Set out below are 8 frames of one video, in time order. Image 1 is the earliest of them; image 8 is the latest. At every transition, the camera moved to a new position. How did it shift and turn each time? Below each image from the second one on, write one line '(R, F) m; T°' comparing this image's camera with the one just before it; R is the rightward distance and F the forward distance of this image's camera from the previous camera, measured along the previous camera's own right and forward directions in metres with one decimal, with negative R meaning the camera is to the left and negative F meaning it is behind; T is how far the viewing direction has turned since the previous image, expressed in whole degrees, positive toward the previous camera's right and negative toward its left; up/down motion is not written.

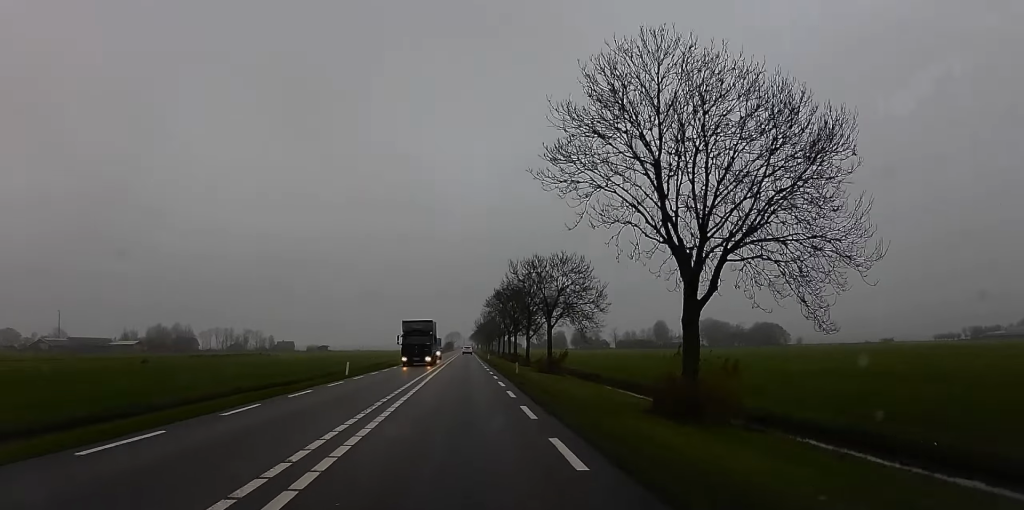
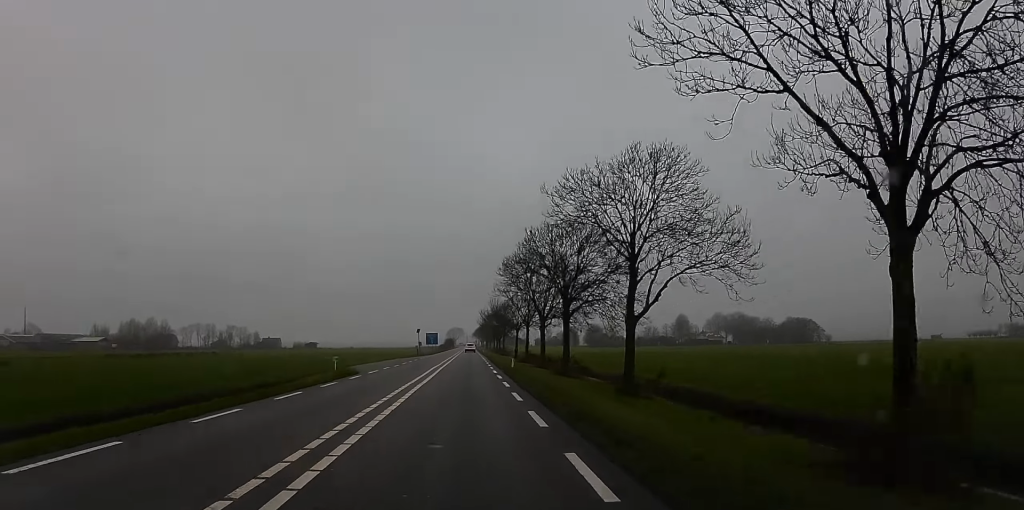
(0.0, +43.6) m; 0°
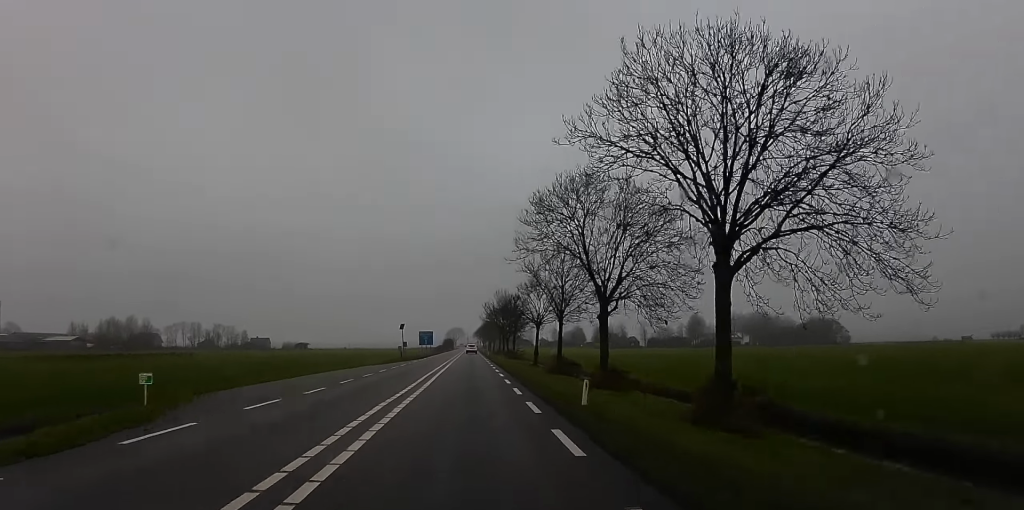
(-0.1, +27.0) m; 0°
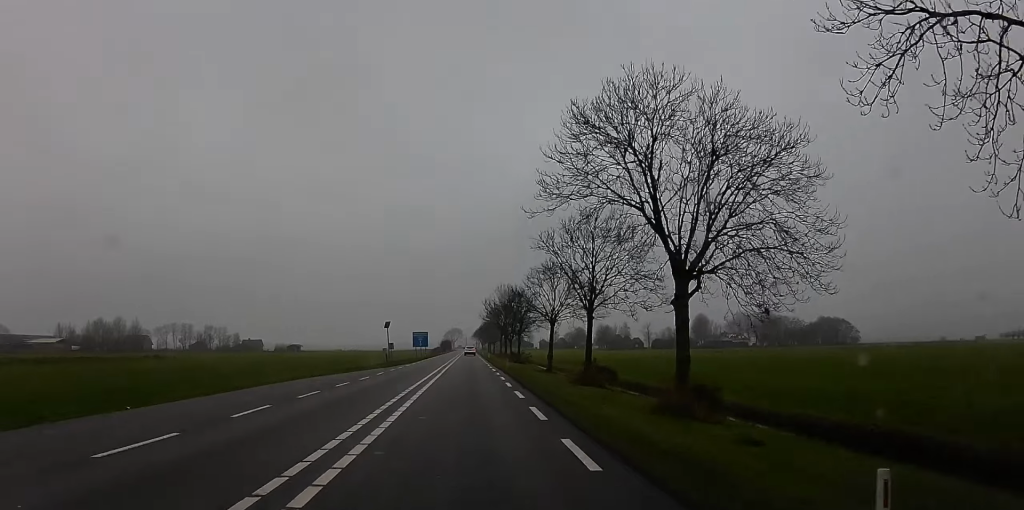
(0.0, +12.6) m; 0°
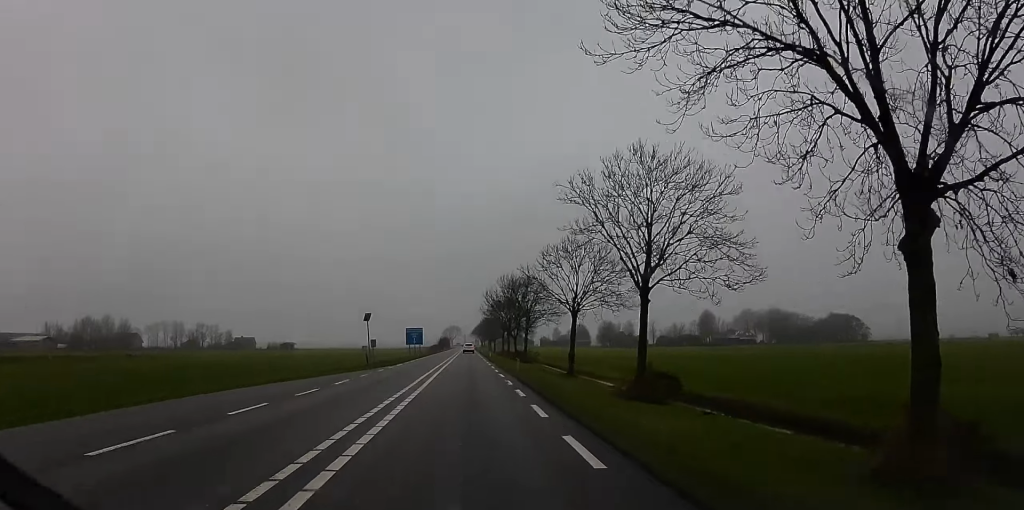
(0.0, +11.7) m; 0°
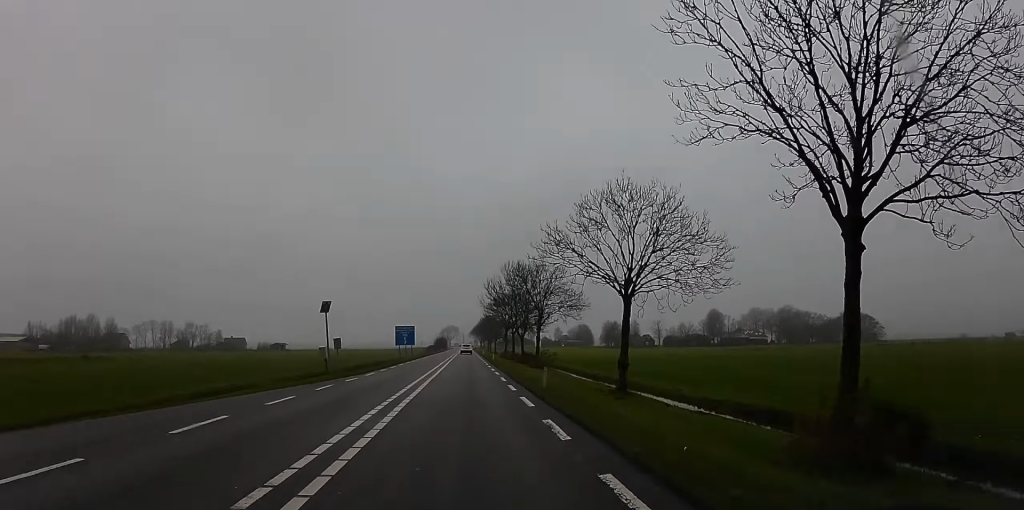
(0.0, +14.2) m; 0°
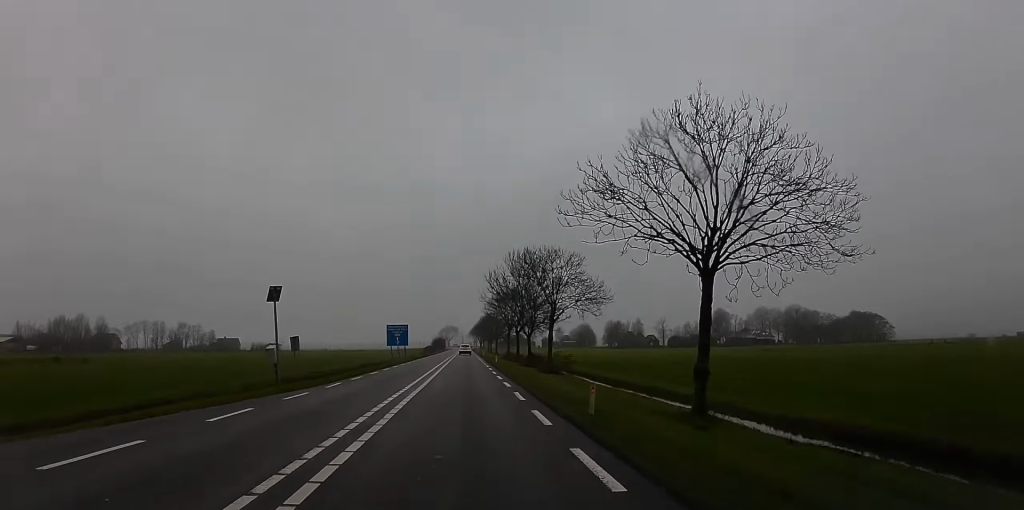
(0.0, +10.0) m; 0°
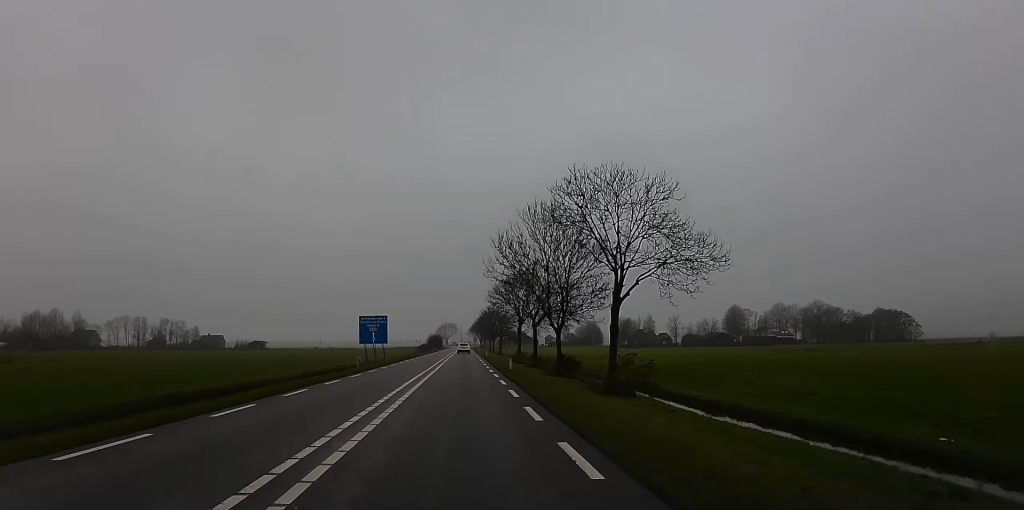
(0.0, +22.4) m; 0°
